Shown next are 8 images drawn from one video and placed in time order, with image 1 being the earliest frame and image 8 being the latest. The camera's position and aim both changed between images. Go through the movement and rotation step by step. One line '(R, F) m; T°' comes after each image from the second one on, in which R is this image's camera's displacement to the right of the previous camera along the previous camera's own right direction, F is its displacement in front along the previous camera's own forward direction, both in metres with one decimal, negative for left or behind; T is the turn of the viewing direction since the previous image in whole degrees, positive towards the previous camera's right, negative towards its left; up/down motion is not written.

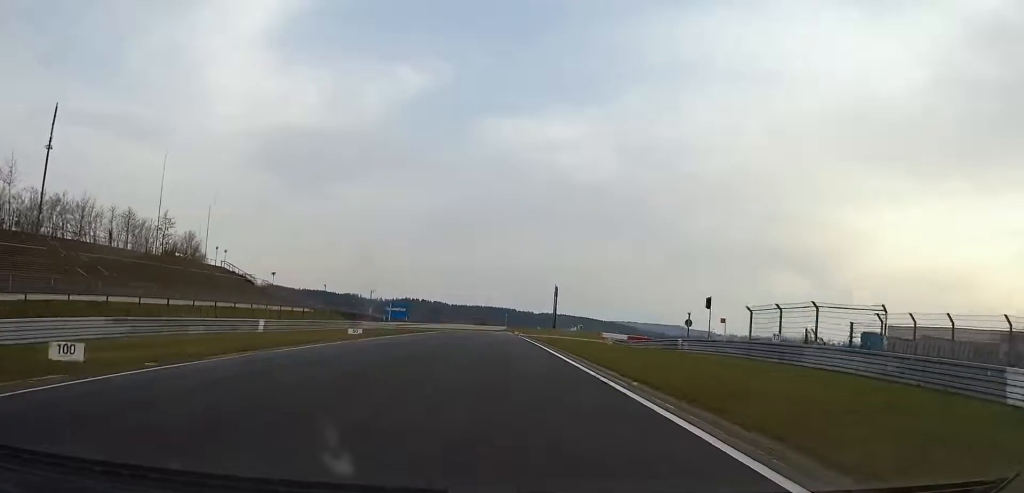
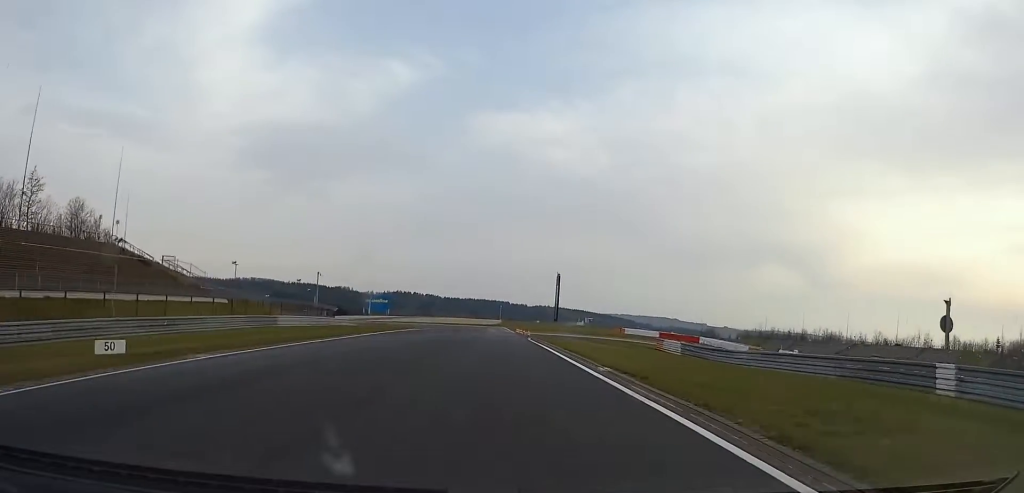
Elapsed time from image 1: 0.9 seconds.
(+0.5, +32.5) m; +1°
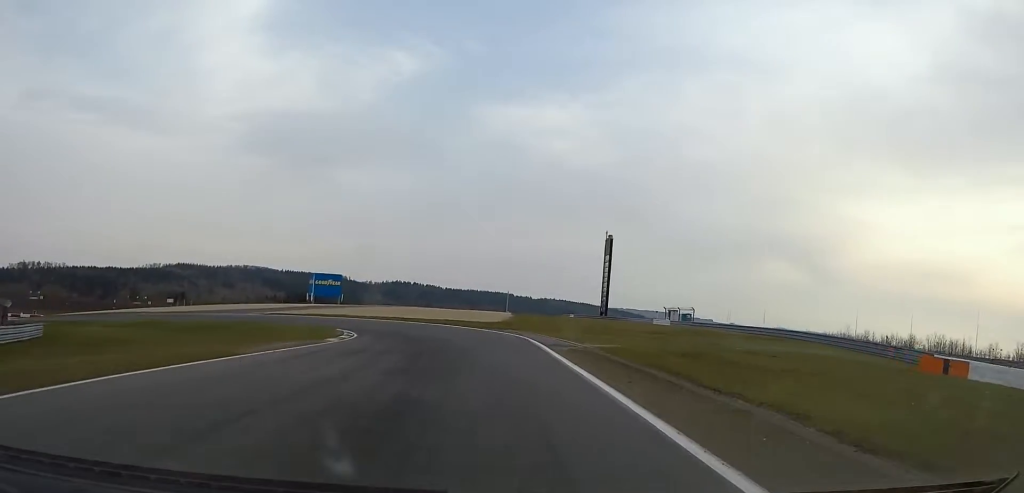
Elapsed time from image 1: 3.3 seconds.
(+0.4, +89.7) m; -2°
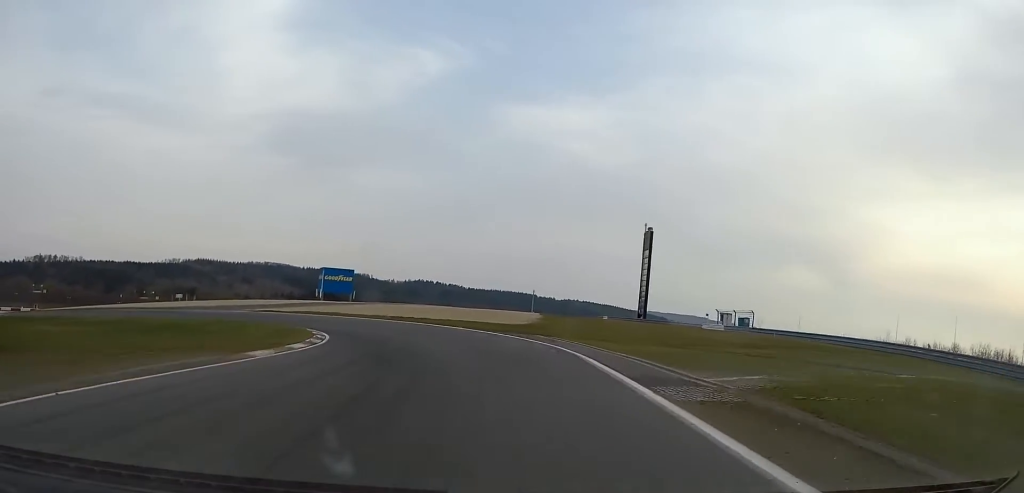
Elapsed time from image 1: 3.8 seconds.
(+0.1, +15.2) m; -2°
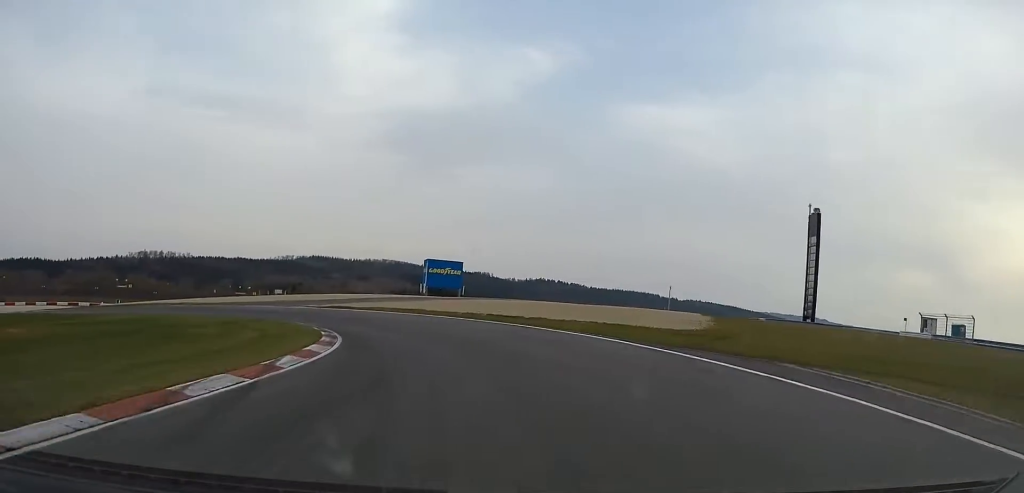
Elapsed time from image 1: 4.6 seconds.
(-0.6, +21.4) m; -9°
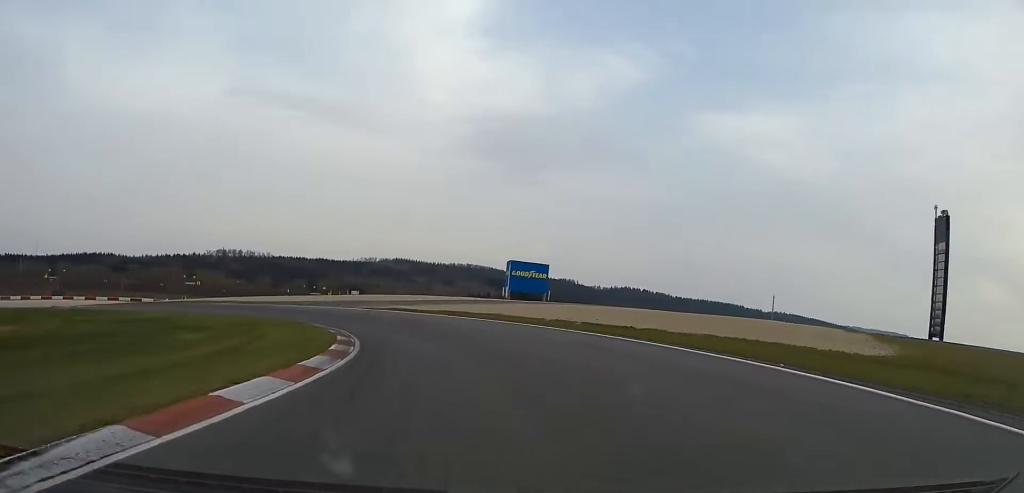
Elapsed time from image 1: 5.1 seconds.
(-1.2, +11.1) m; -8°
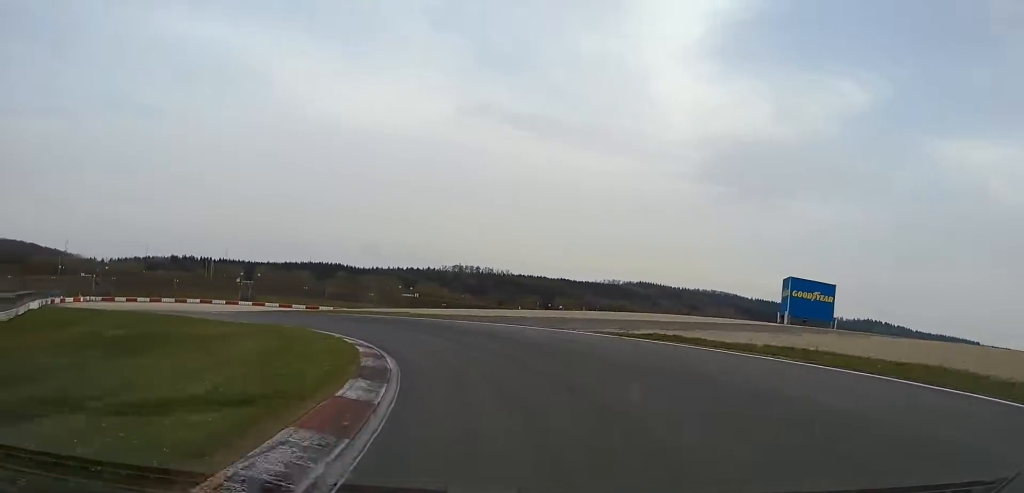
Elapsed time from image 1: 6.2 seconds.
(-6.1, +29.0) m; -23°
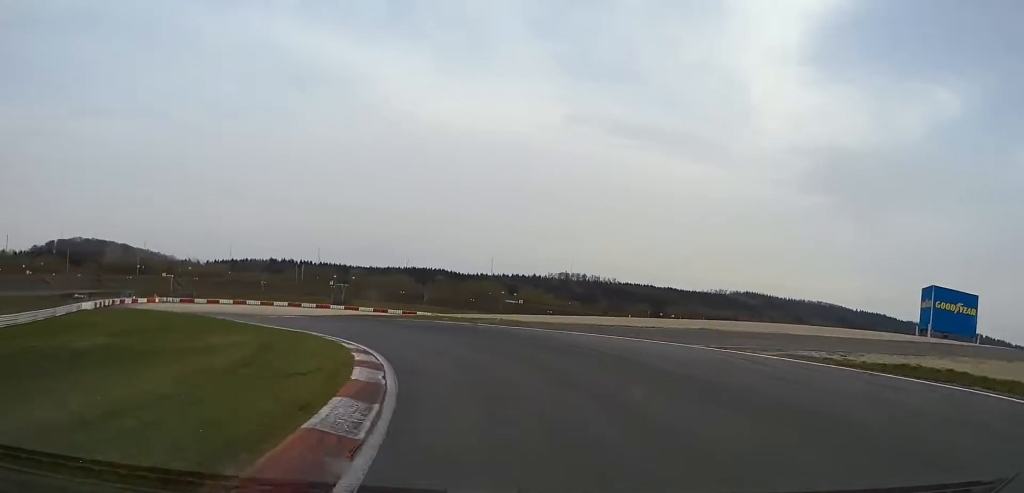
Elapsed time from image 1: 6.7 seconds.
(-0.3, +12.5) m; -9°
